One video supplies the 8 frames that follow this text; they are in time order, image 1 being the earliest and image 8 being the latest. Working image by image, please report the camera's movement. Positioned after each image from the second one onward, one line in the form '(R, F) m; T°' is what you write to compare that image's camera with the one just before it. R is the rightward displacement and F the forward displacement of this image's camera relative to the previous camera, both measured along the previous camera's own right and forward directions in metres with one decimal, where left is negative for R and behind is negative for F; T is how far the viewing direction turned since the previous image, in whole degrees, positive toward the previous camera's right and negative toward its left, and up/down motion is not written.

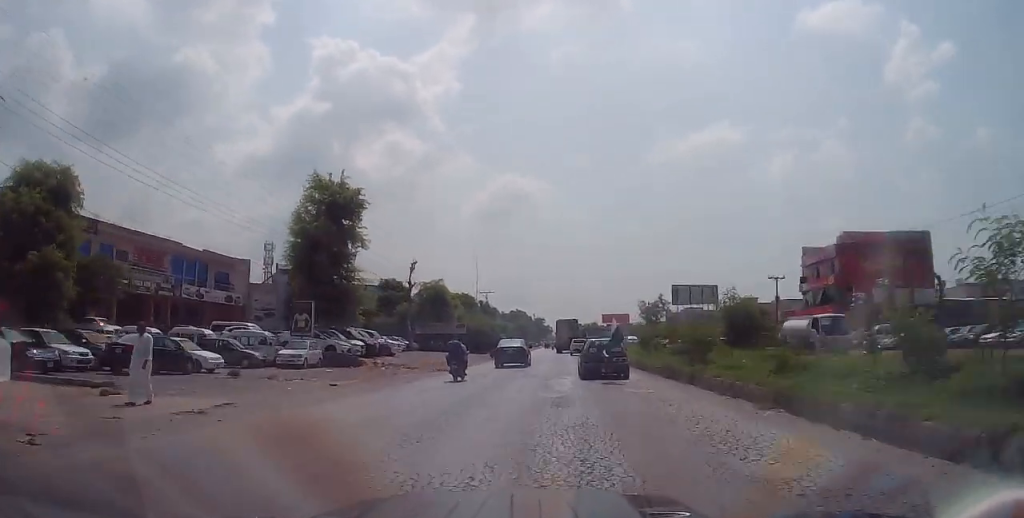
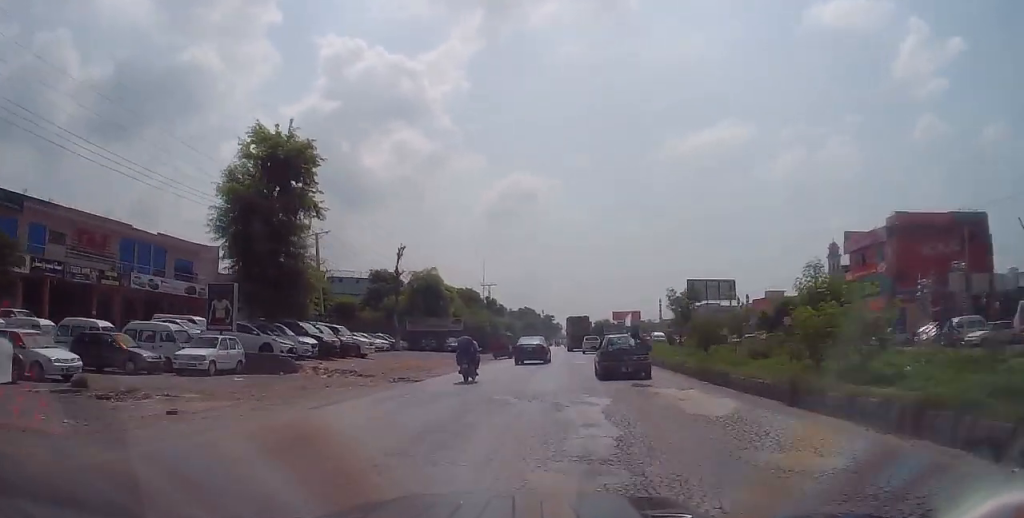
(-0.1, +9.7) m; -1°
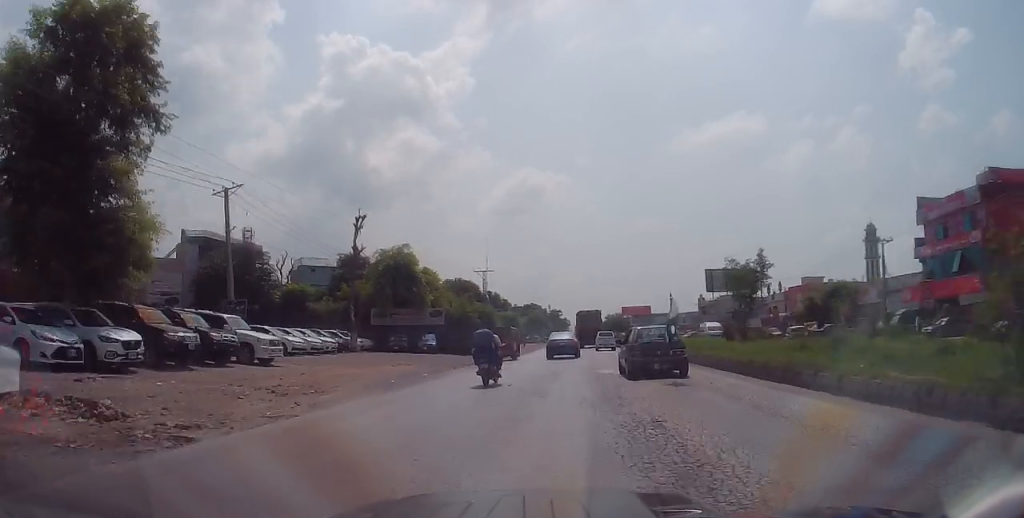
(-0.1, +14.4) m; 0°
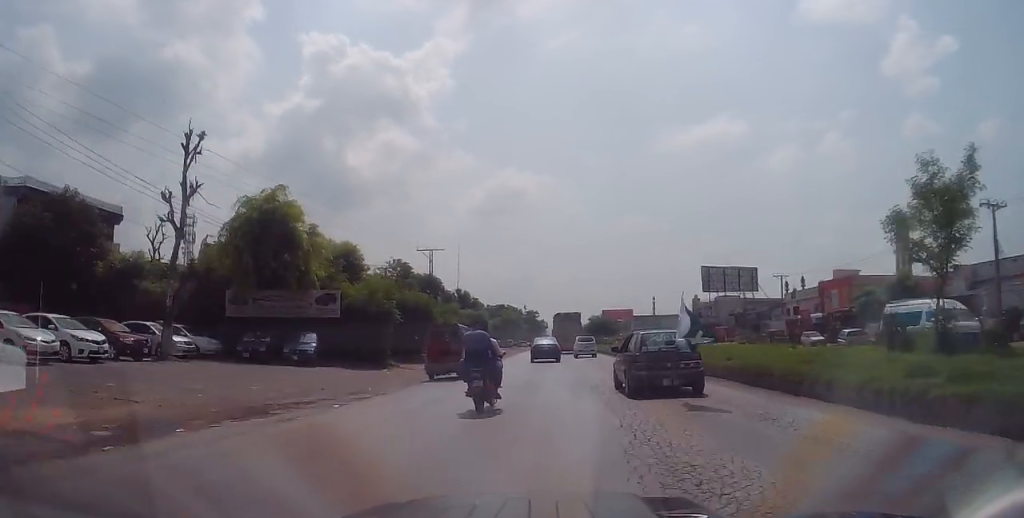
(+0.5, +19.5) m; +4°
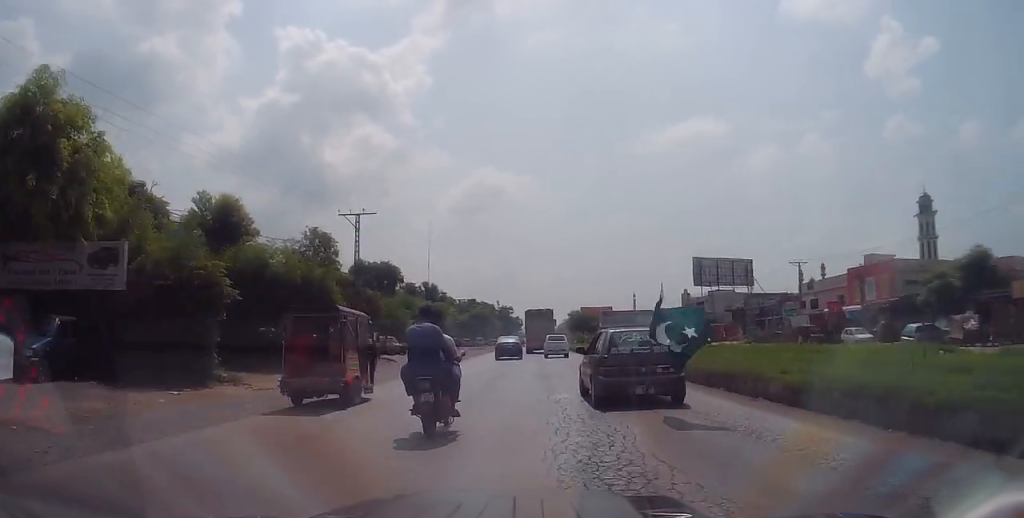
(+0.5, +14.2) m; 0°
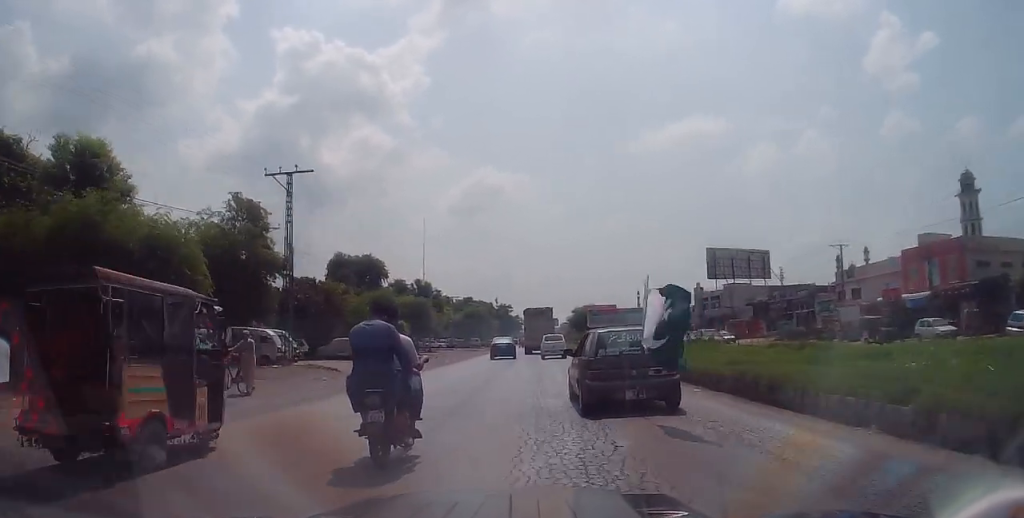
(-0.4, +10.8) m; -2°
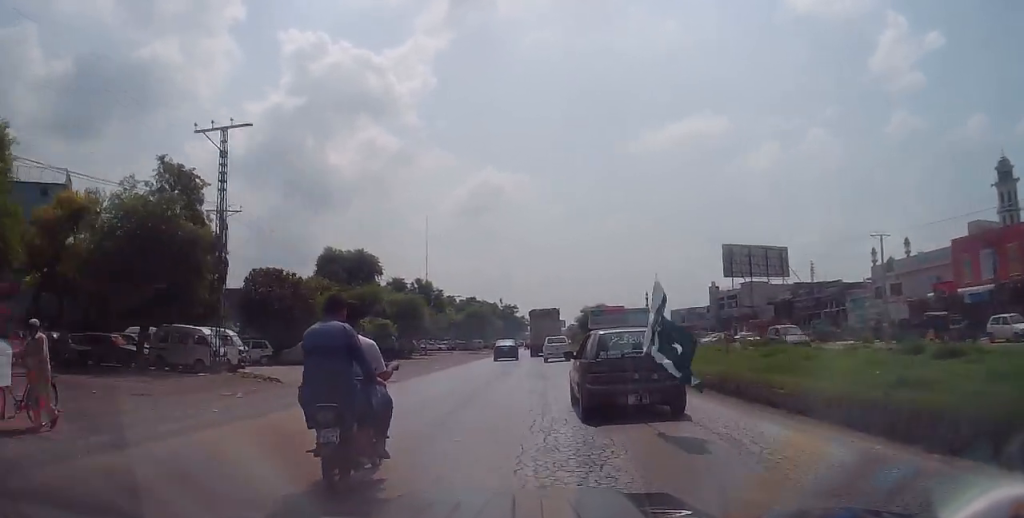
(-0.2, +7.0) m; -1°
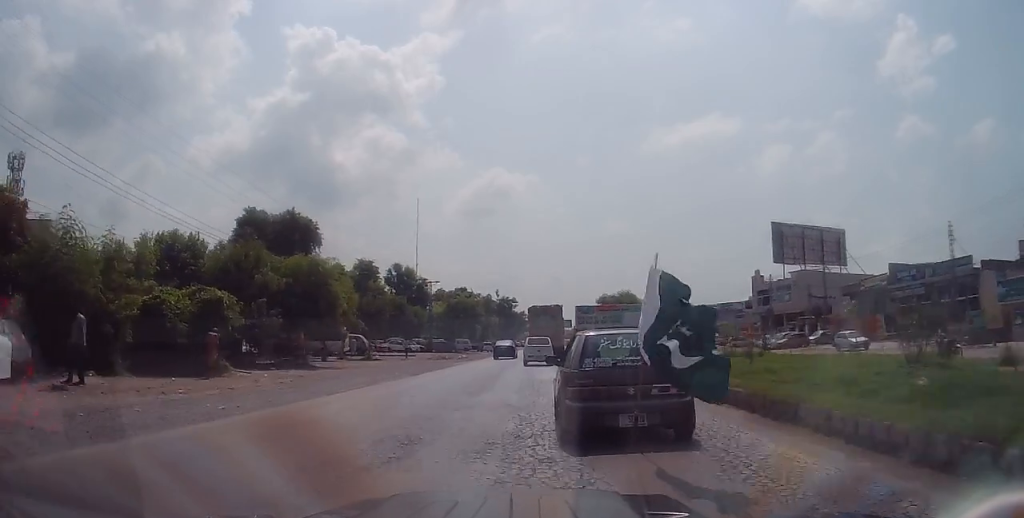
(+1.6, +23.9) m; +2°
